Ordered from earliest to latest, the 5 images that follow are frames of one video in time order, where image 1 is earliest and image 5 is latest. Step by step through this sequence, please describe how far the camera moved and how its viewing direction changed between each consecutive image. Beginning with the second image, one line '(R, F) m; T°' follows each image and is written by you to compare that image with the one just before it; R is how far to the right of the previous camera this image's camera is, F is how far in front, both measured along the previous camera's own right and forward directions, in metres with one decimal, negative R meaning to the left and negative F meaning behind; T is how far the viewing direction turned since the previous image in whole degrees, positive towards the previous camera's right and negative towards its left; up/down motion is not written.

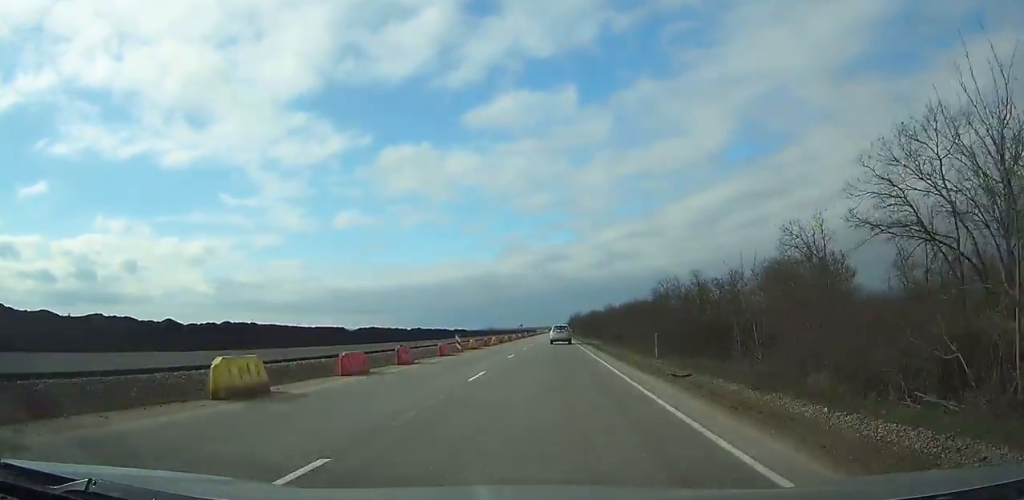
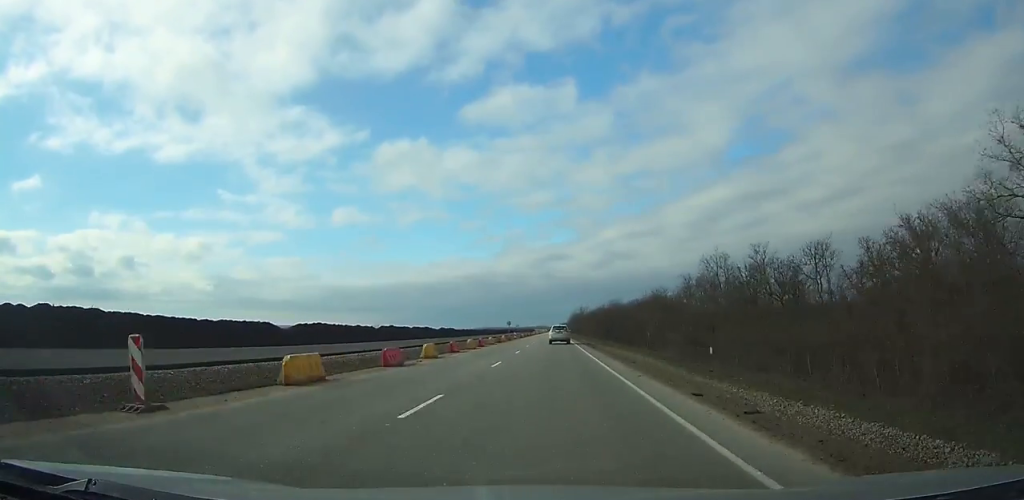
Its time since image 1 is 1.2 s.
(0.0, +30.3) m; 0°
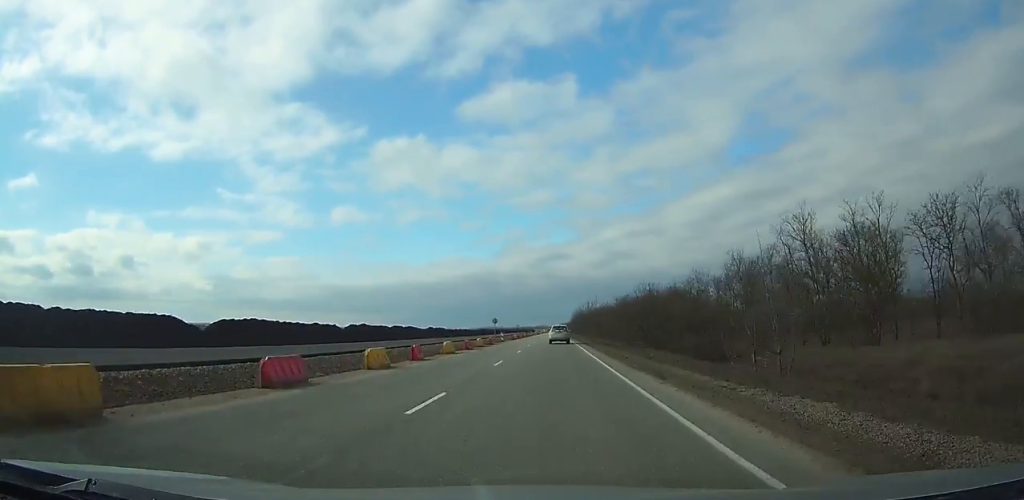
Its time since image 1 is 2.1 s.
(0.0, +23.6) m; 0°
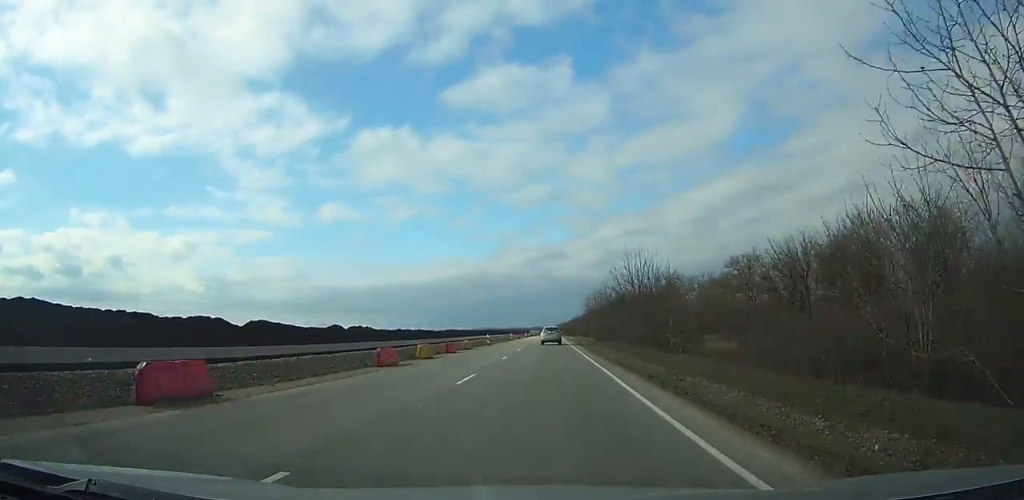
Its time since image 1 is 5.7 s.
(+0.1, +89.9) m; 0°
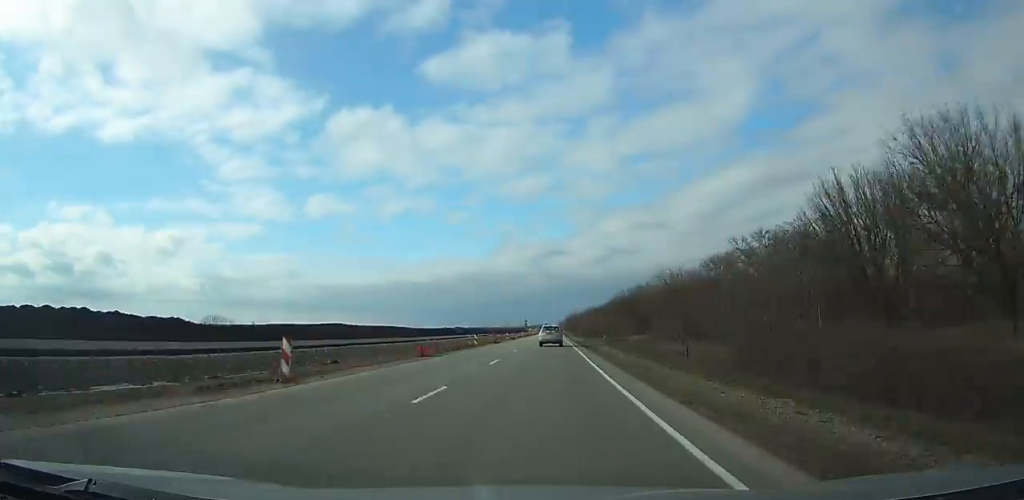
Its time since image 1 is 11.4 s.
(-0.2, +146.0) m; 0°
